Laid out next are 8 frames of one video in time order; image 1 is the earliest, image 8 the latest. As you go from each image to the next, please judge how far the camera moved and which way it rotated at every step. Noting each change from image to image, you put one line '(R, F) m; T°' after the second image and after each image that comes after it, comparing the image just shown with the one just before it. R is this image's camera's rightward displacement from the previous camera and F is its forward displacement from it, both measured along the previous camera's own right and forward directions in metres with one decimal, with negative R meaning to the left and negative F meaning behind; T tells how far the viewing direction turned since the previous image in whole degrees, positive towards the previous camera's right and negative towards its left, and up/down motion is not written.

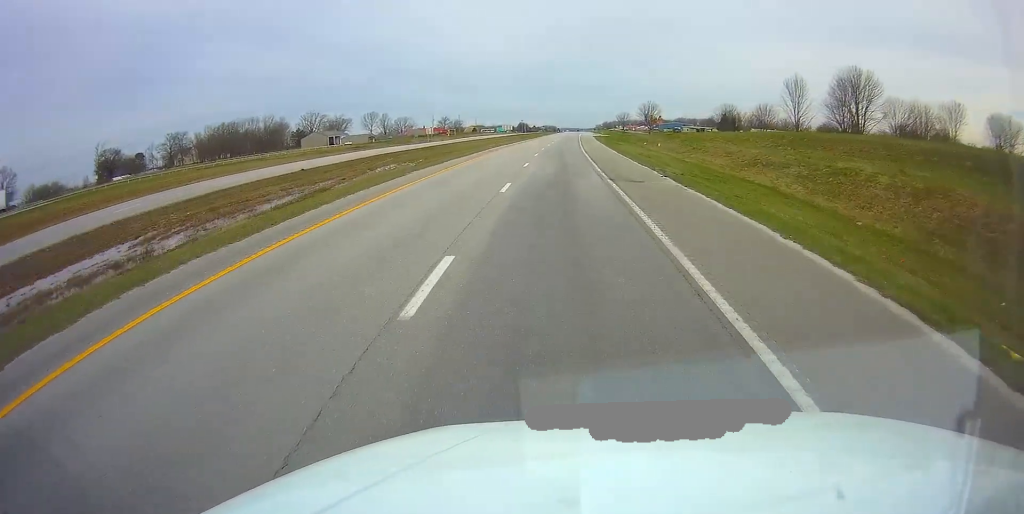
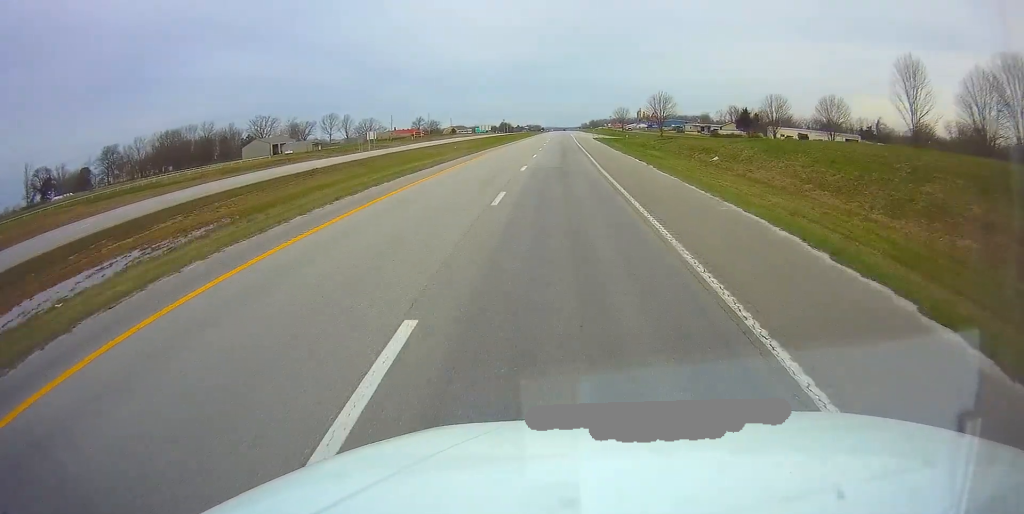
(+0.3, +32.4) m; +1°
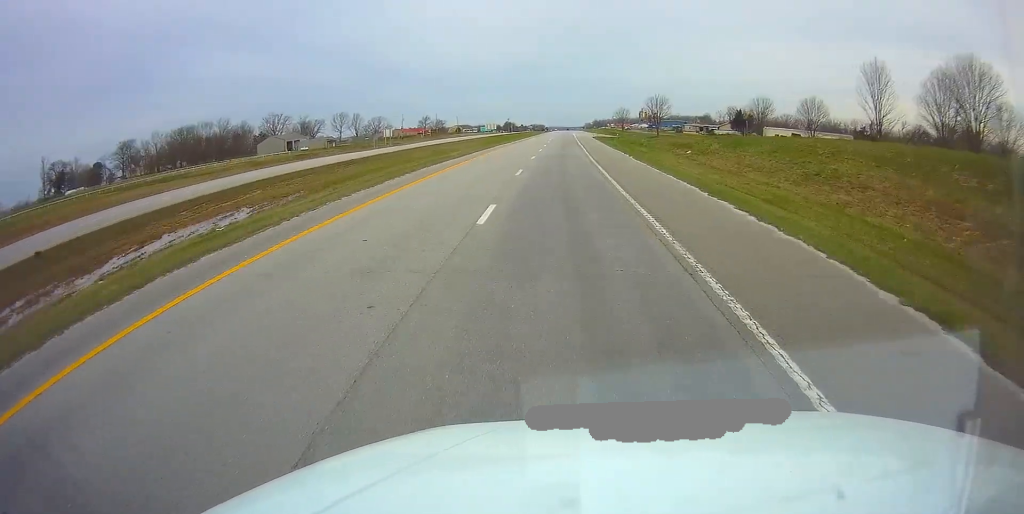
(+0.1, +18.3) m; +1°
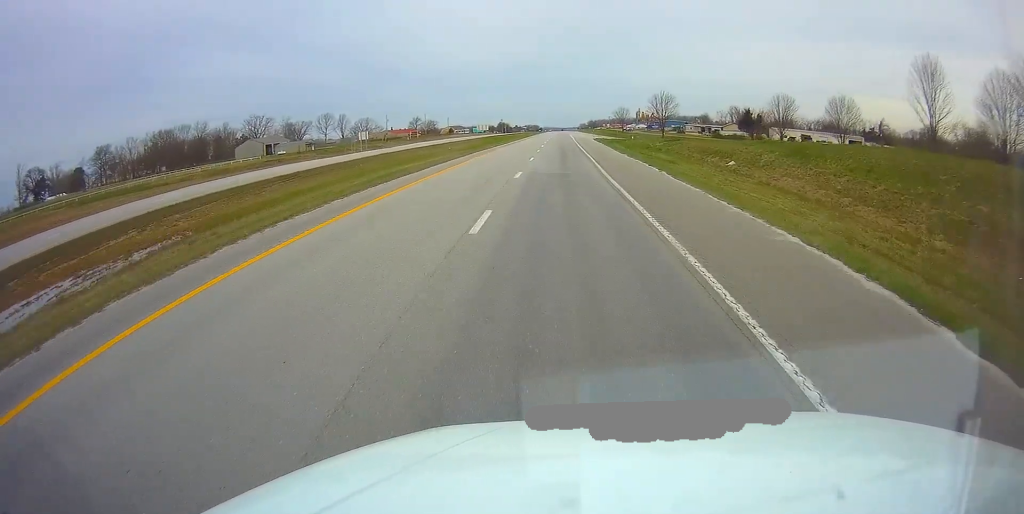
(-0.1, +11.8) m; +1°
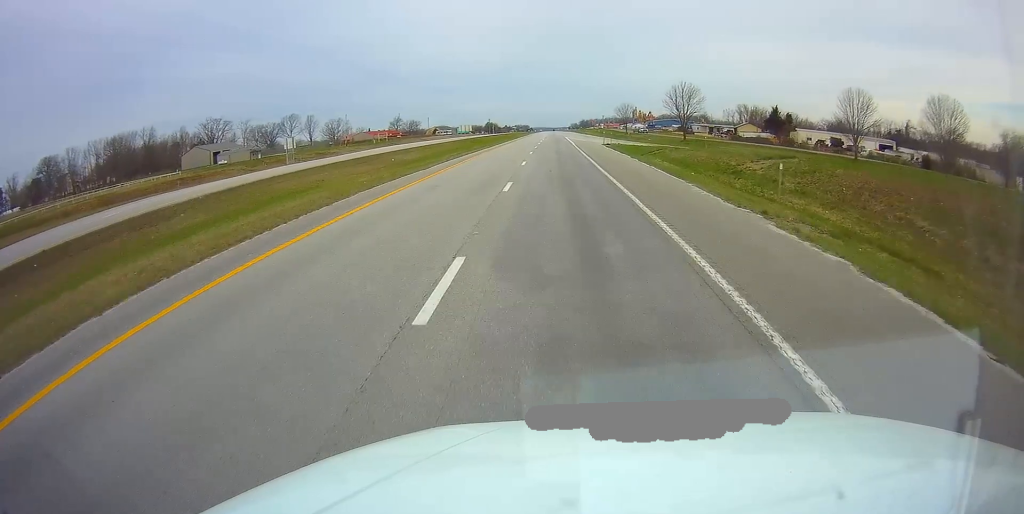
(+0.4, +27.5) m; +1°
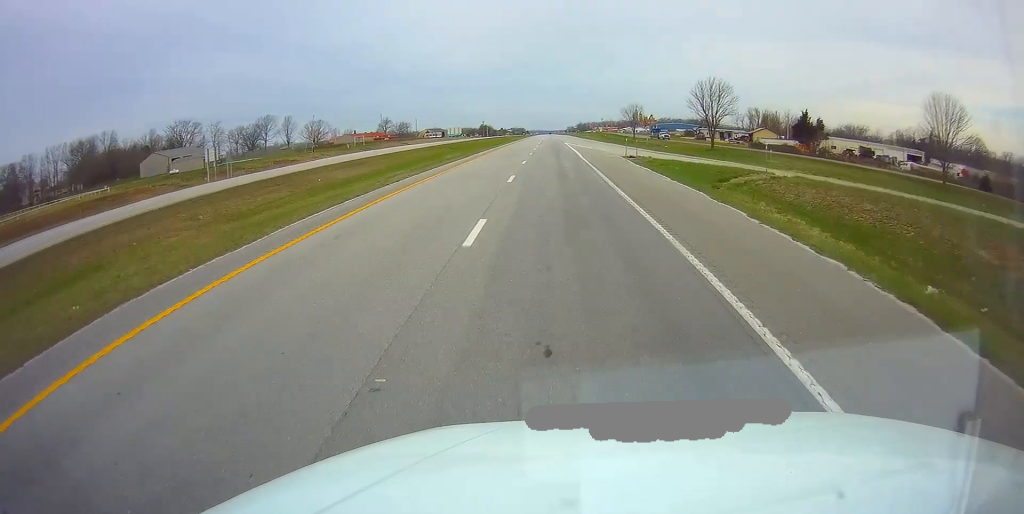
(0.0, +19.5) m; 0°
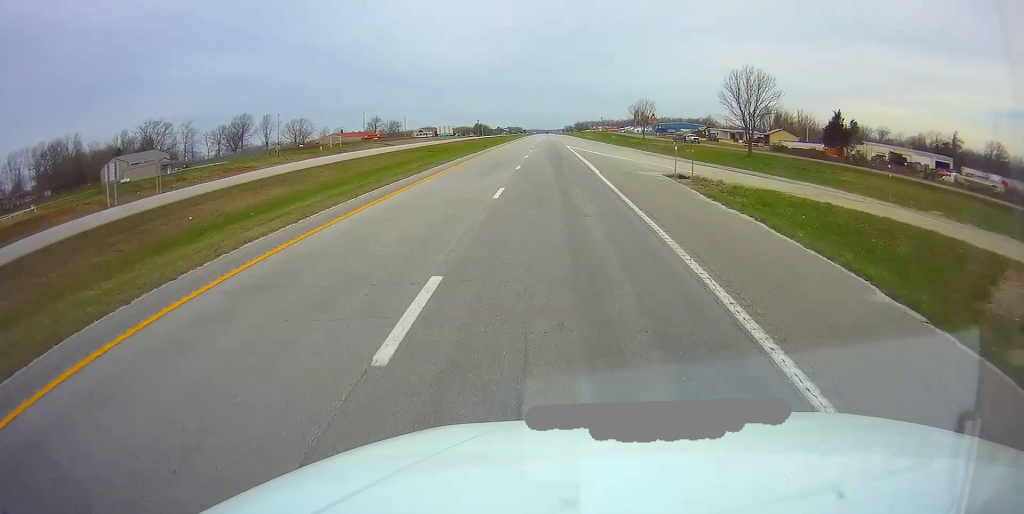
(-0.1, +16.8) m; 0°
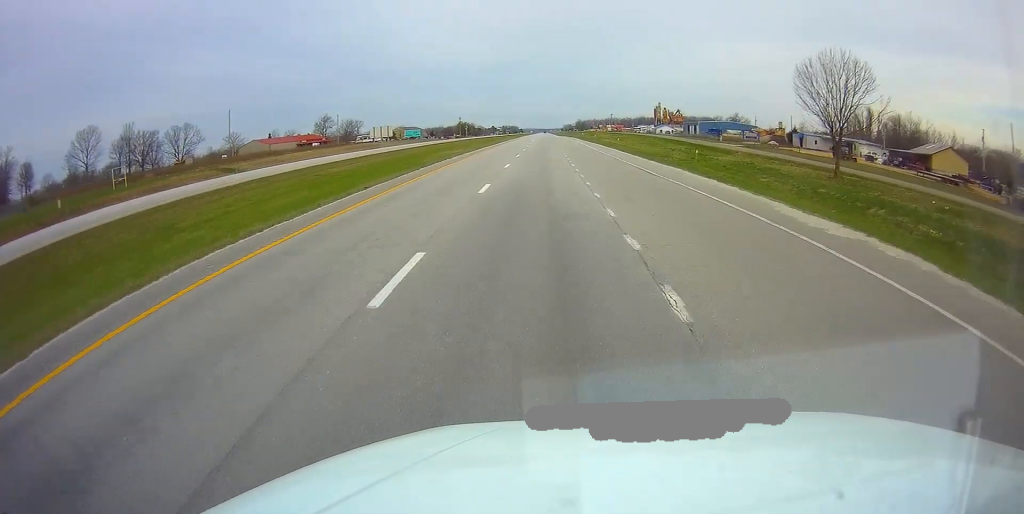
(+0.4, +82.8) m; 0°
